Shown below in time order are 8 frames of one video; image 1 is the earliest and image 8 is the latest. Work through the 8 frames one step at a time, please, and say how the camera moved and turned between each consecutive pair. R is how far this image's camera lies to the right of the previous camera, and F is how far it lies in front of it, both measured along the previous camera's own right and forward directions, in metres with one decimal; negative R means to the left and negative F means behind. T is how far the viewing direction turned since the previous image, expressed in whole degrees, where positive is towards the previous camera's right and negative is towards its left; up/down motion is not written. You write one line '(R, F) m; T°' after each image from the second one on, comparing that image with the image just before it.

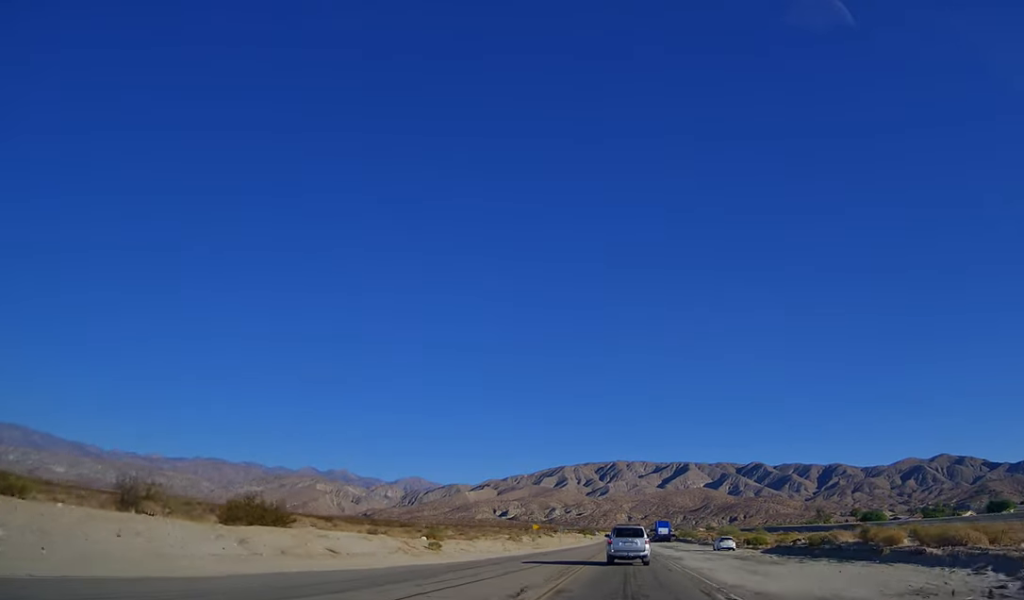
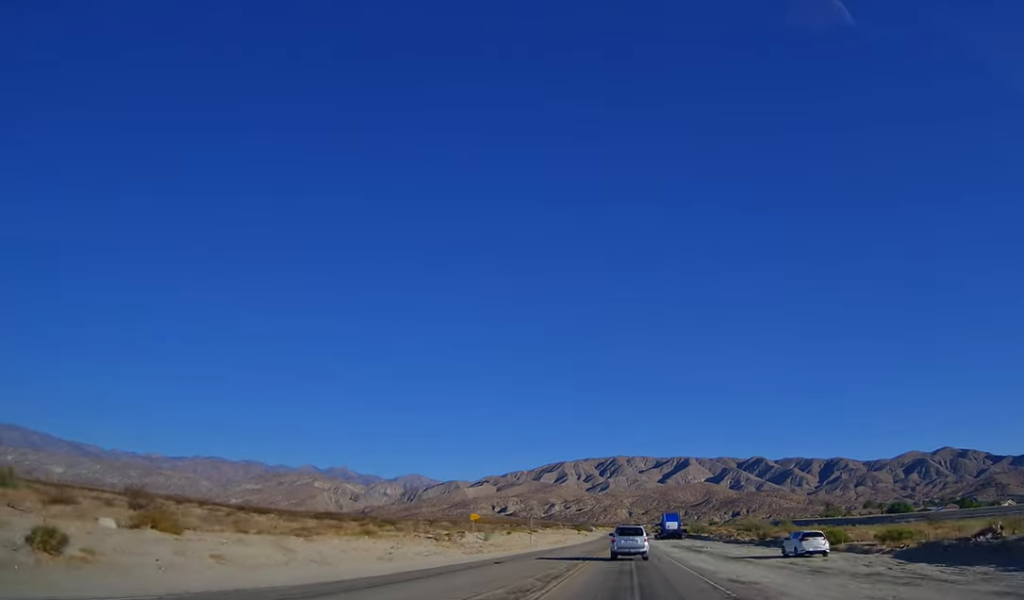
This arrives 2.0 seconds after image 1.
(0.0, +29.3) m; 0°
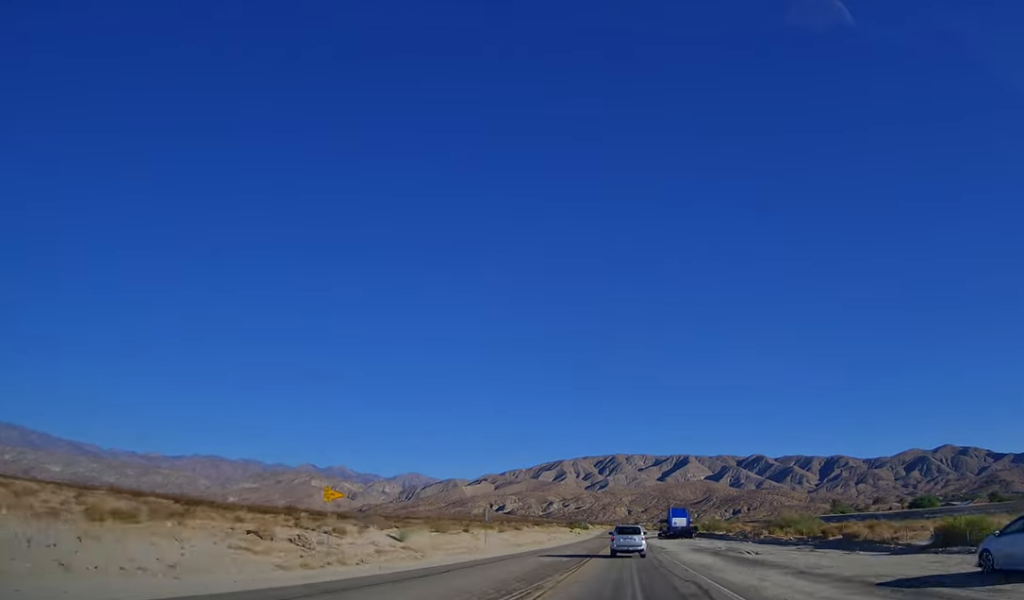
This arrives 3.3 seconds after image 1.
(0.0, +21.7) m; 0°
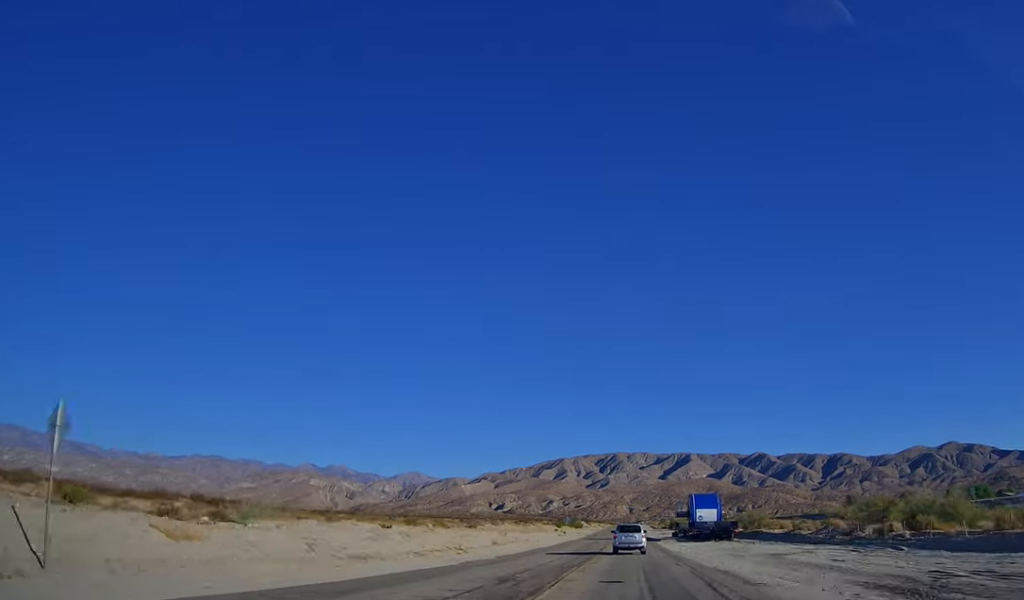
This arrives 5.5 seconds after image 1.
(0.0, +39.1) m; -1°
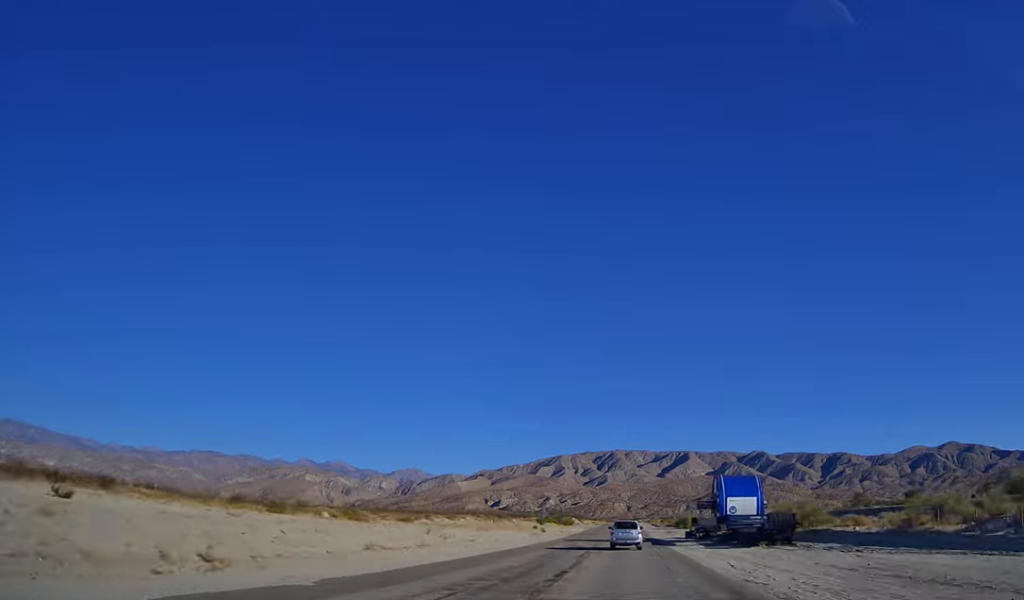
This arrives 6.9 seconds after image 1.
(+0.1, +26.2) m; -1°
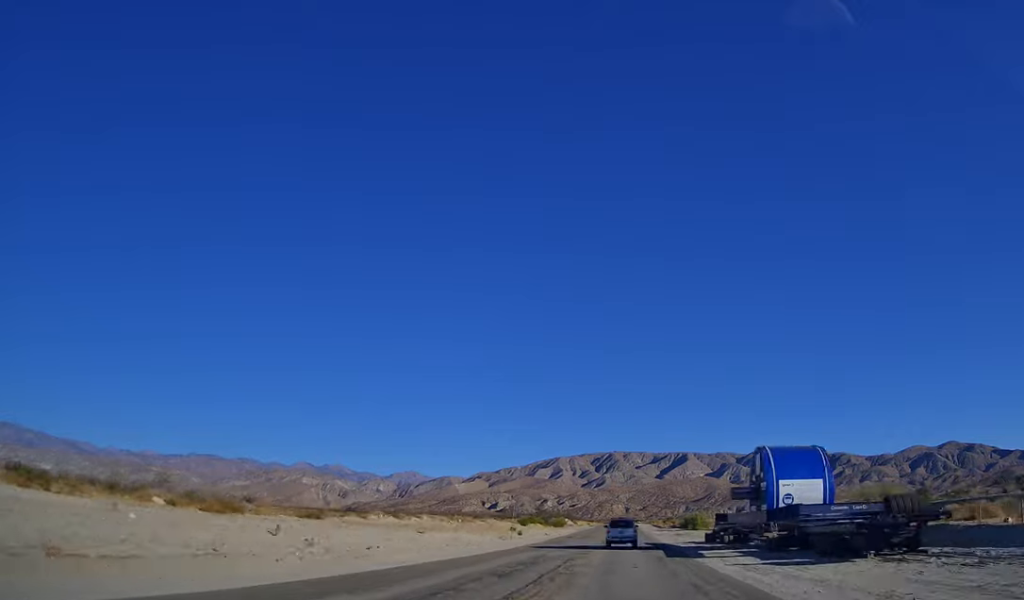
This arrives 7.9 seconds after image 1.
(-0.4, +19.4) m; 0°
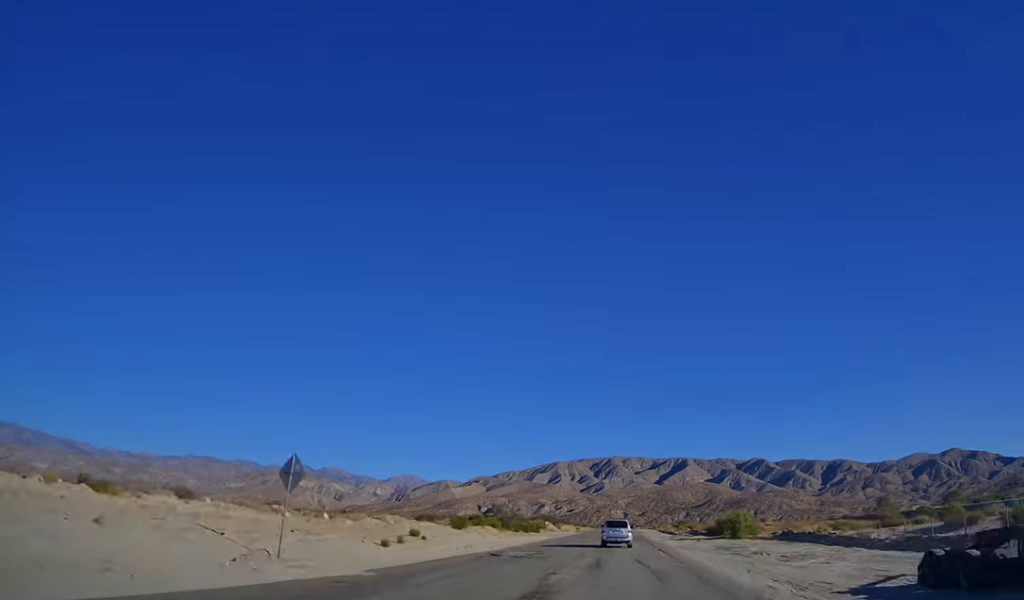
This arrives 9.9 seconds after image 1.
(+0.1, +39.5) m; +1°
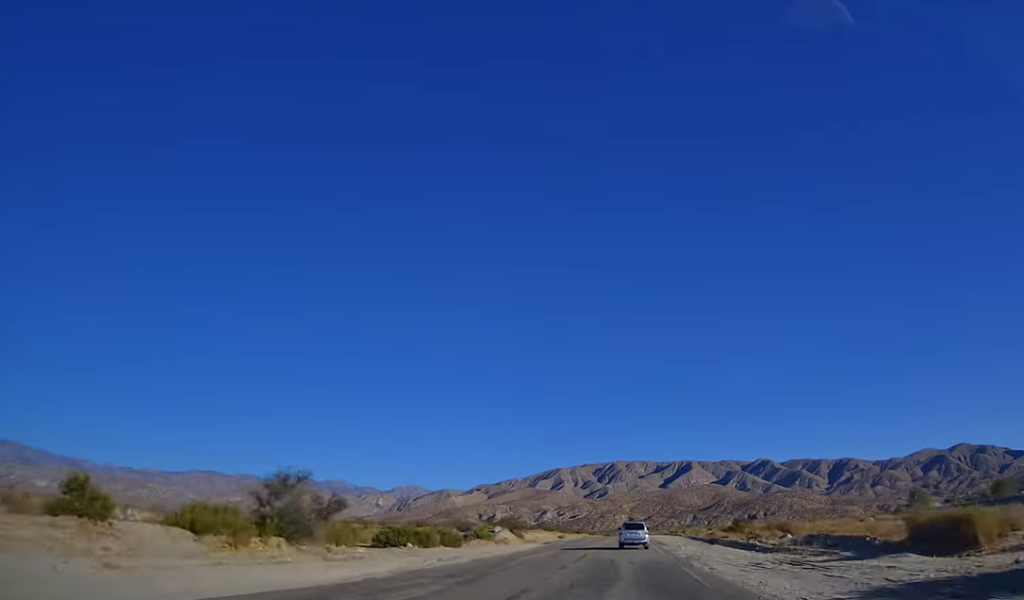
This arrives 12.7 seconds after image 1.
(+0.5, +55.3) m; +1°
